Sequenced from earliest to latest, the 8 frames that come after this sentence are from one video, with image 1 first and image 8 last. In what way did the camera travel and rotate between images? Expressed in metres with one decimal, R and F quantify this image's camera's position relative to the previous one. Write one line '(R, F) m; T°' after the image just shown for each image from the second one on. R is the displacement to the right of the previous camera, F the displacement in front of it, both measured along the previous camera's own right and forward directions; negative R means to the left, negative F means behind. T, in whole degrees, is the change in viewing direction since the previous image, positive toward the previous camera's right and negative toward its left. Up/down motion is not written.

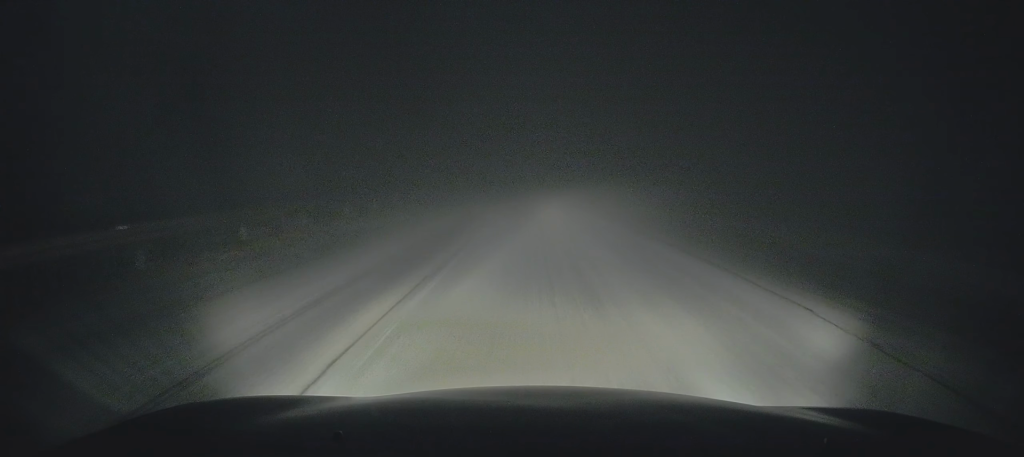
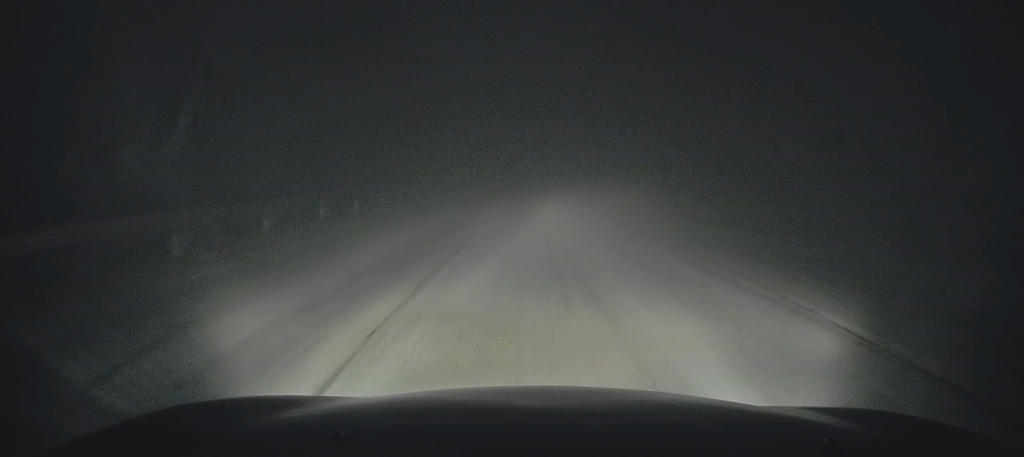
(-0.1, +10.6) m; -1°
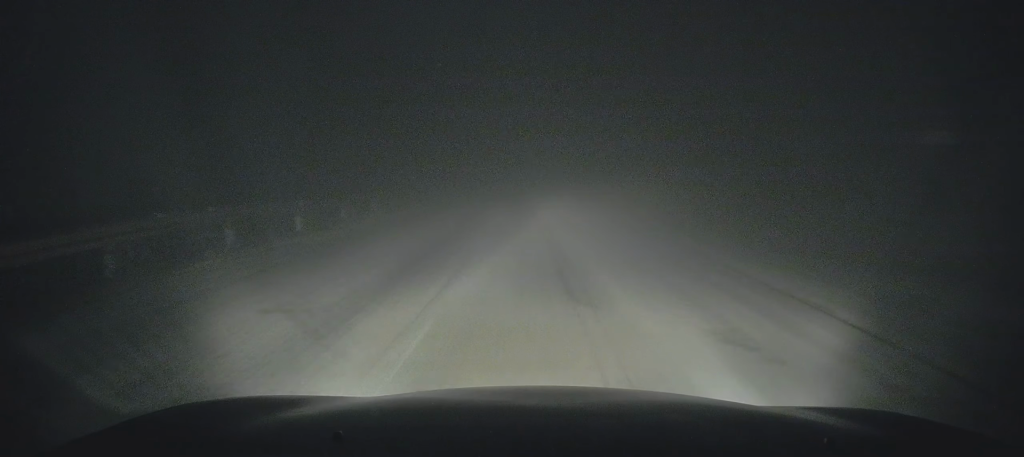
(0.0, +9.8) m; -1°
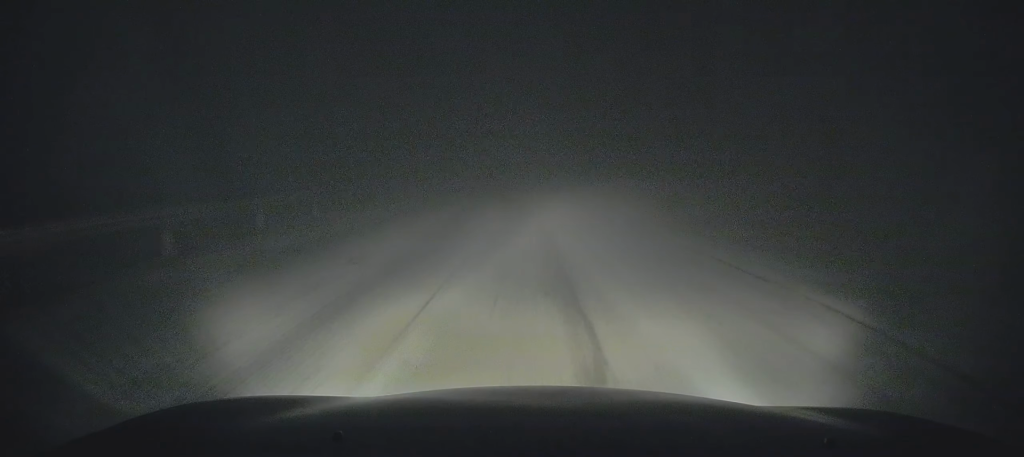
(0.0, +5.6) m; 0°
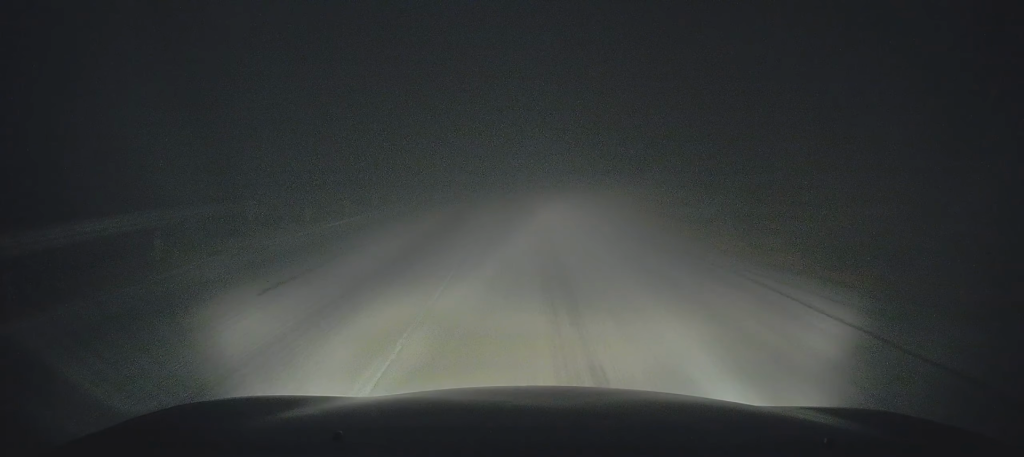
(-0.2, +7.9) m; 0°
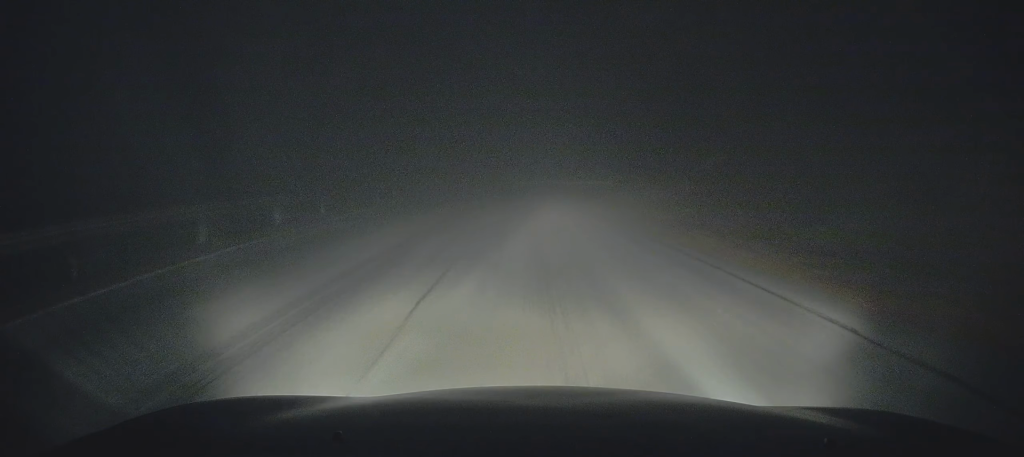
(+0.2, +9.7) m; +1°
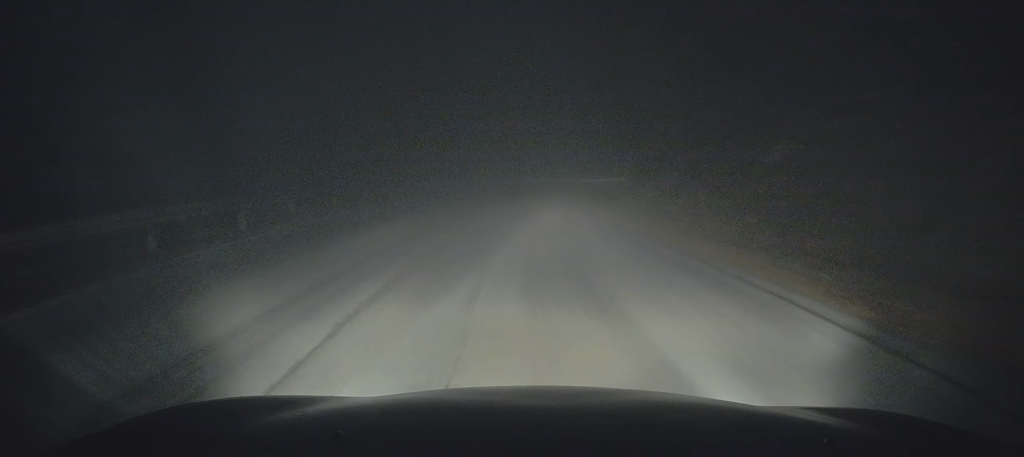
(0.0, +5.4) m; 0°
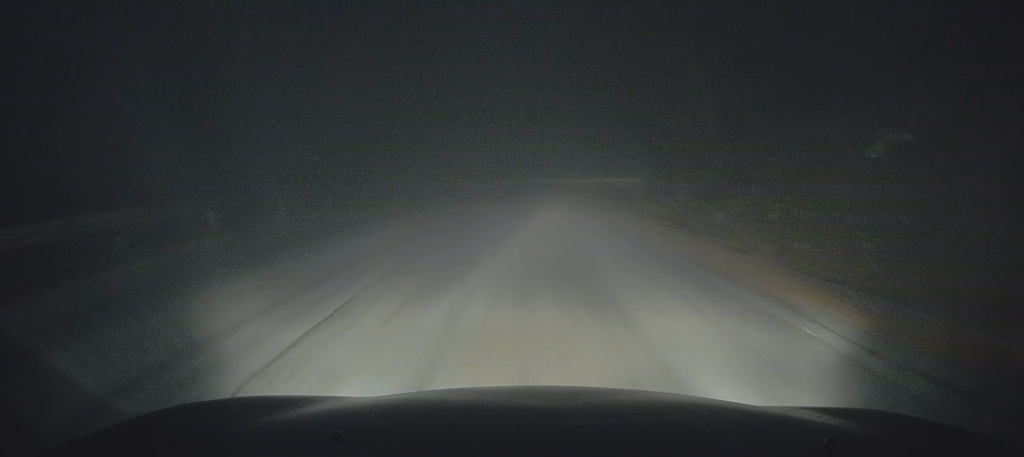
(-0.1, +4.5) m; 0°
